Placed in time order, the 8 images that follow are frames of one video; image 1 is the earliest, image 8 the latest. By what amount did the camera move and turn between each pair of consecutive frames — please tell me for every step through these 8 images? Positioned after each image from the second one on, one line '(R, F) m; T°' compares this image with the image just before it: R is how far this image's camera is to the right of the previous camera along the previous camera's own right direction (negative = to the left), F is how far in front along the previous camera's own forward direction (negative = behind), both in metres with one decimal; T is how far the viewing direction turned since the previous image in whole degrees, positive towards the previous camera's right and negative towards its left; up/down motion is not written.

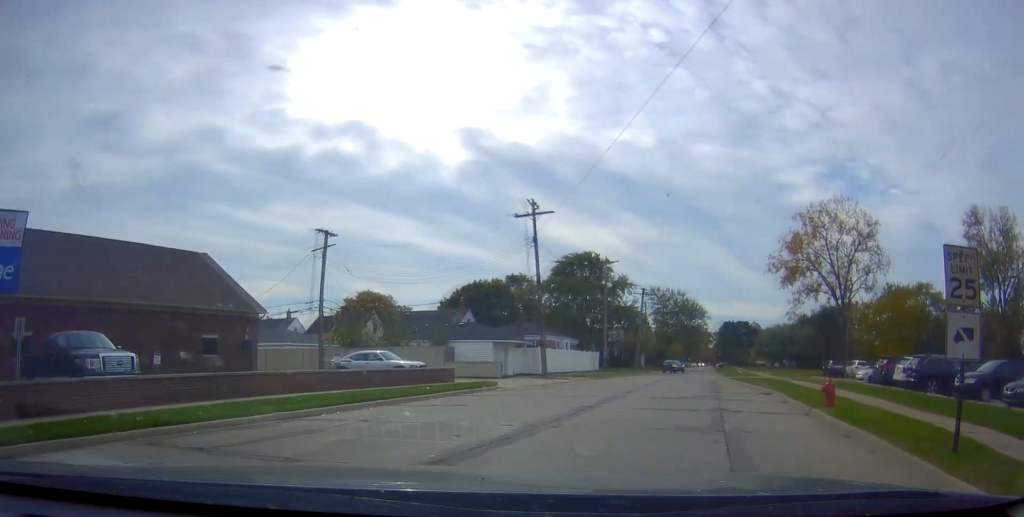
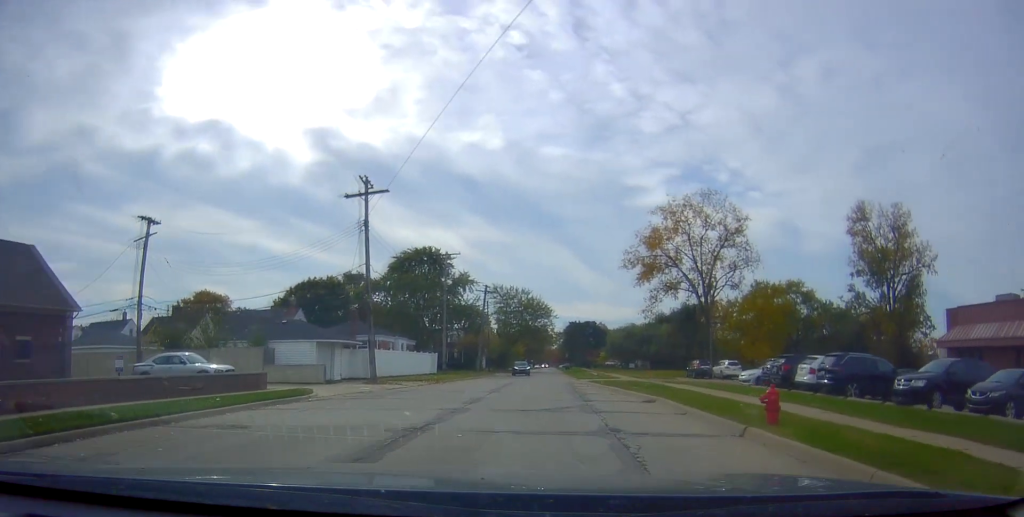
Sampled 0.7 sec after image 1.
(+0.4, +4.6) m; +10°
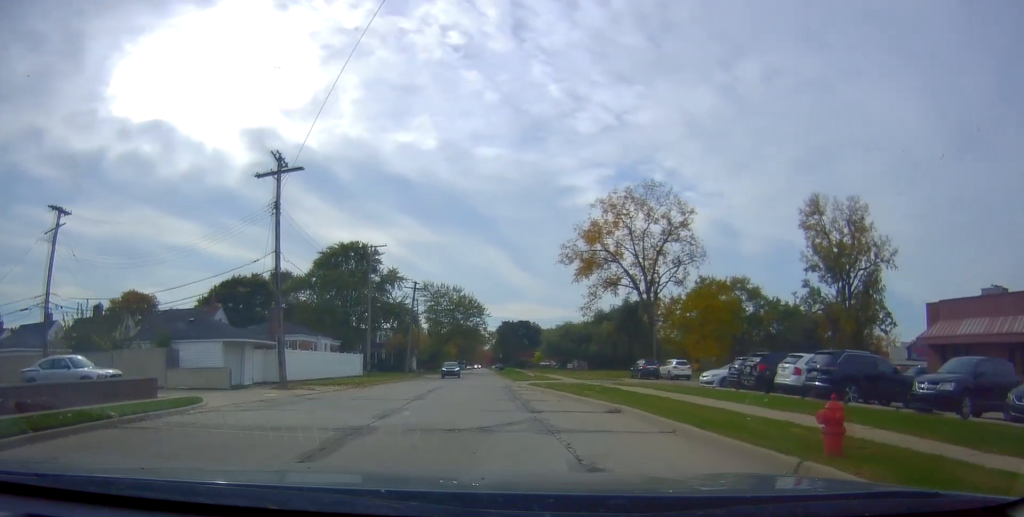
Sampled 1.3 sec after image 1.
(+0.4, +4.1) m; +5°
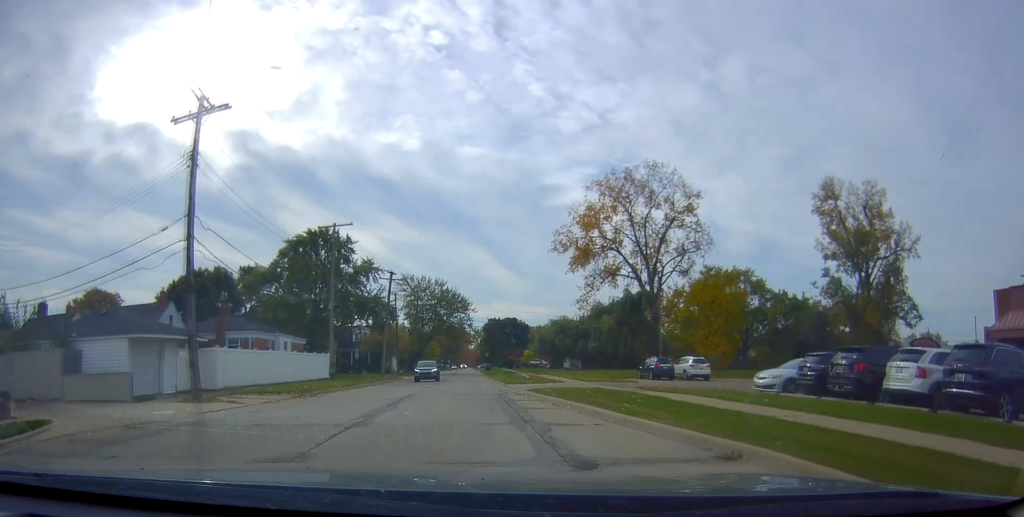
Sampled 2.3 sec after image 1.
(+0.5, +7.7) m; +3°
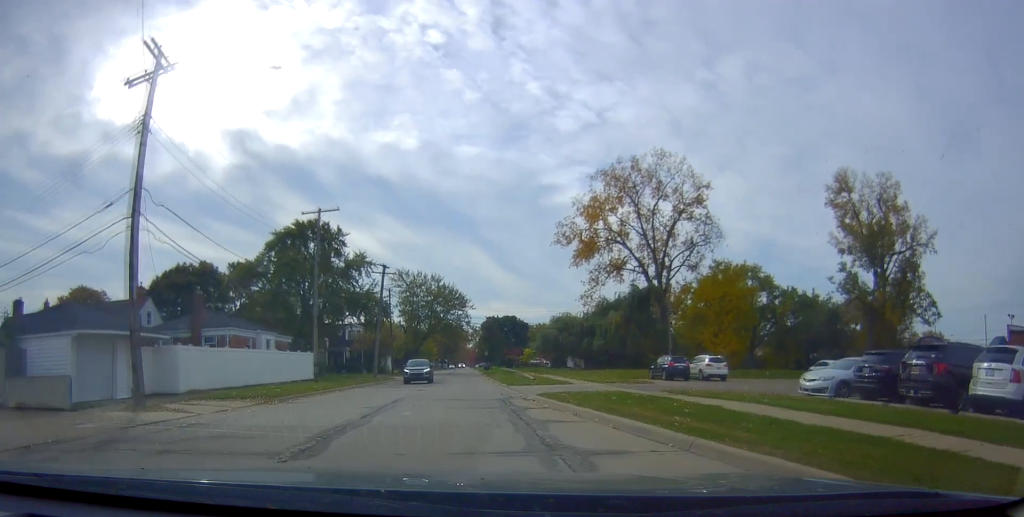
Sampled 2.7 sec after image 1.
(0.0, +3.6) m; 0°
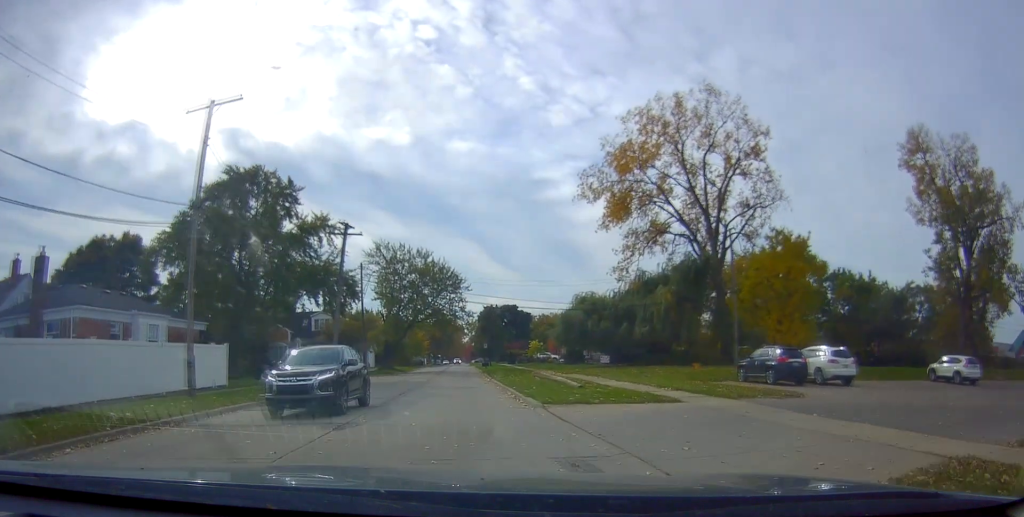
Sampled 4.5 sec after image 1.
(-1.1, +16.1) m; -5°
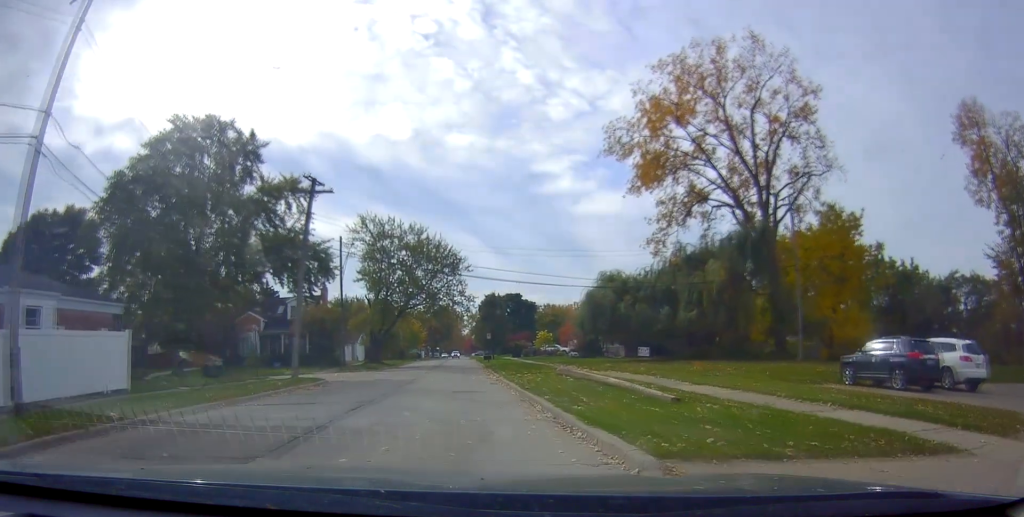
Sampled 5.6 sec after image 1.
(+0.3, +9.5) m; +4°
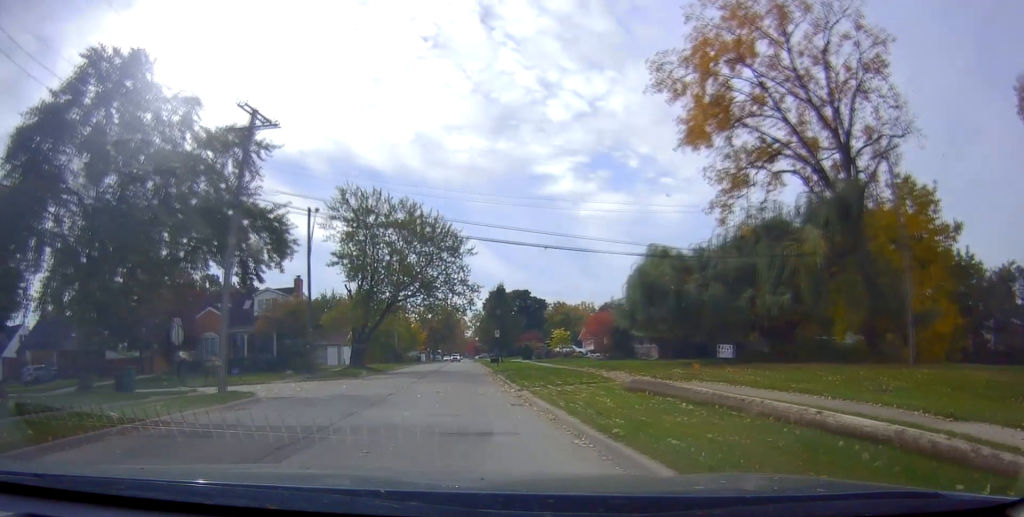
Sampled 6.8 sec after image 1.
(+0.2, +10.5) m; +1°
